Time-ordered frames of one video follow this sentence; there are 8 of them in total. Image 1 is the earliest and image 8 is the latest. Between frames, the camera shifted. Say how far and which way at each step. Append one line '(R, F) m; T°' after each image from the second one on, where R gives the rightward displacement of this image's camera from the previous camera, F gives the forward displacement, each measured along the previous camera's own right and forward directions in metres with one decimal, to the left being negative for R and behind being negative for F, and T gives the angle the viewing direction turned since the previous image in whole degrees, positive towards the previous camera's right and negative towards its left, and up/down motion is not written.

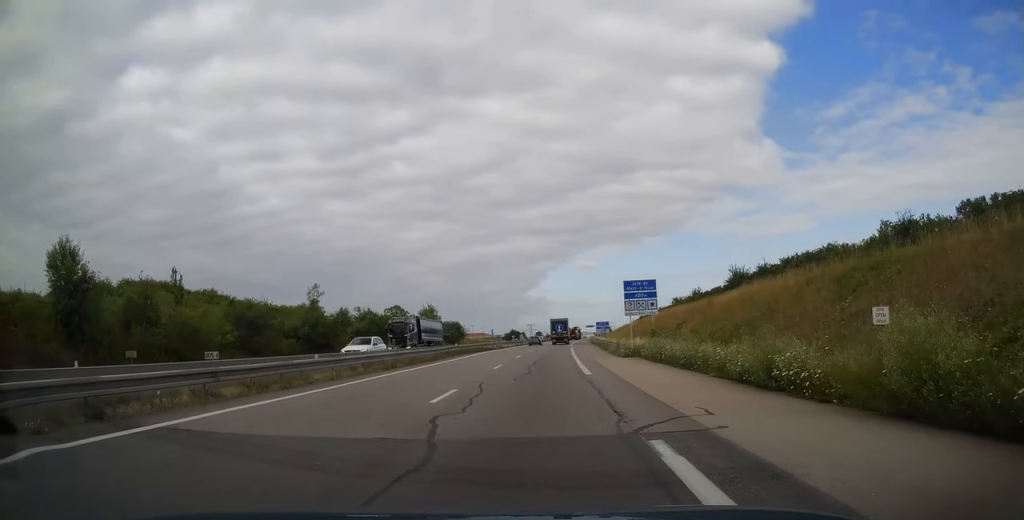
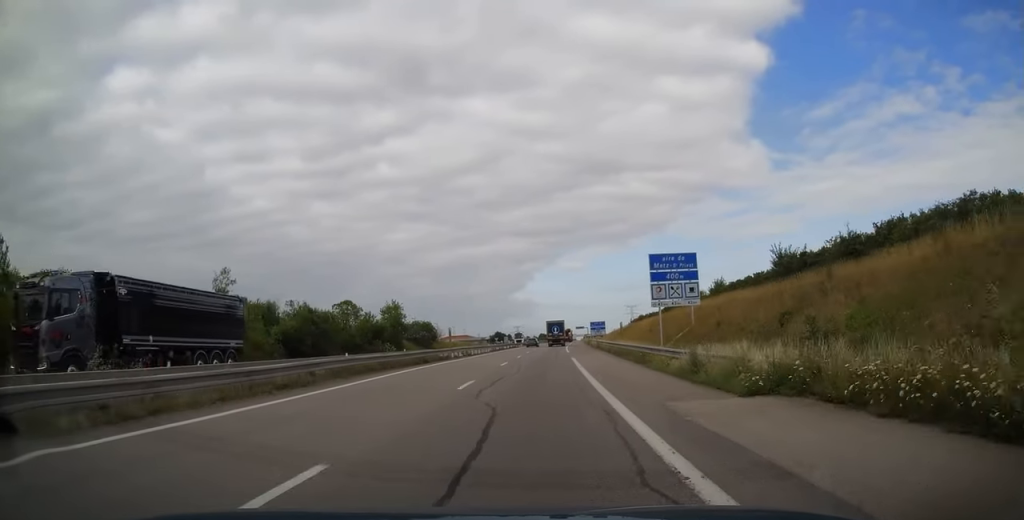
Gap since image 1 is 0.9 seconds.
(+0.2, +22.1) m; +1°
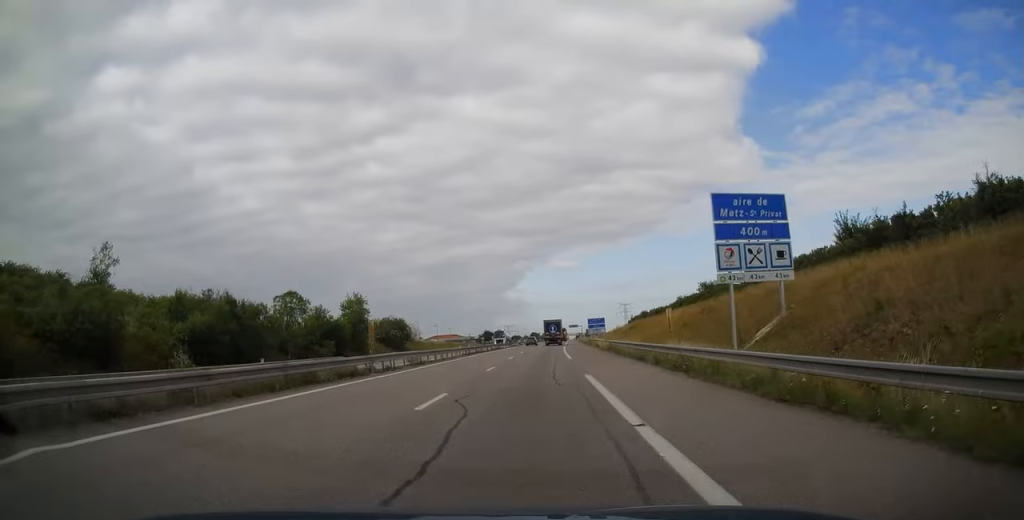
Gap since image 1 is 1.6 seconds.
(0.0, +18.0) m; +1°
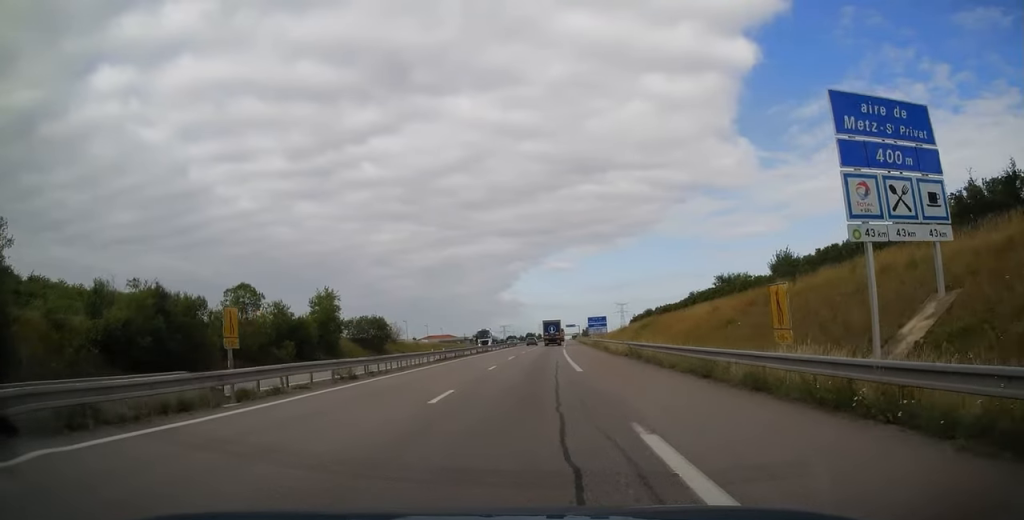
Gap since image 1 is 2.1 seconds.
(+0.2, +11.4) m; +1°
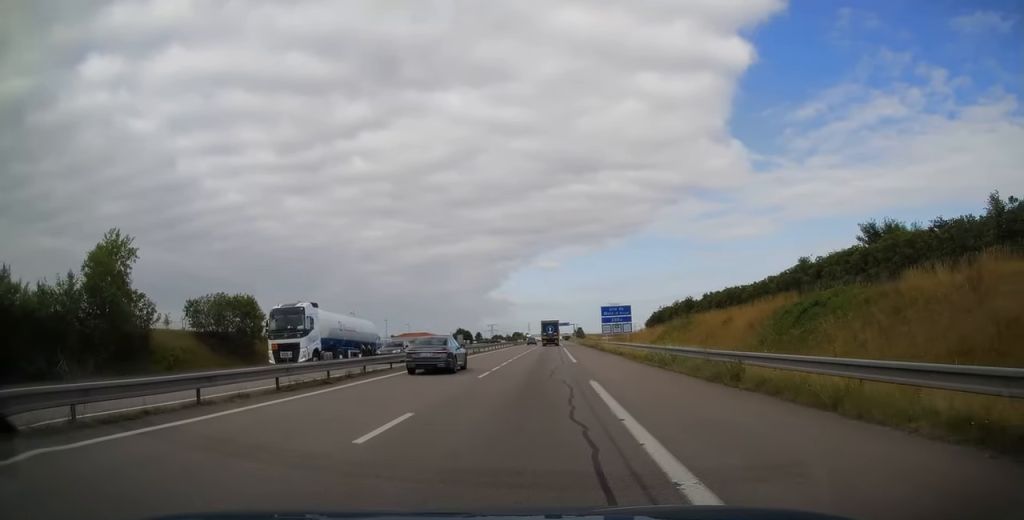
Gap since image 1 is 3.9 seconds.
(+0.3, +43.7) m; +1°
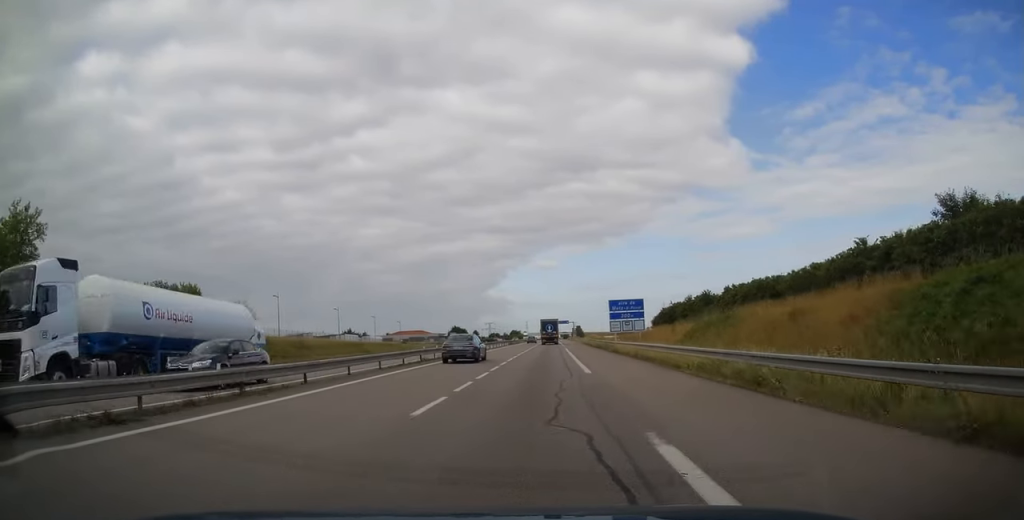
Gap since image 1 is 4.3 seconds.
(-0.1, +10.2) m; 0°
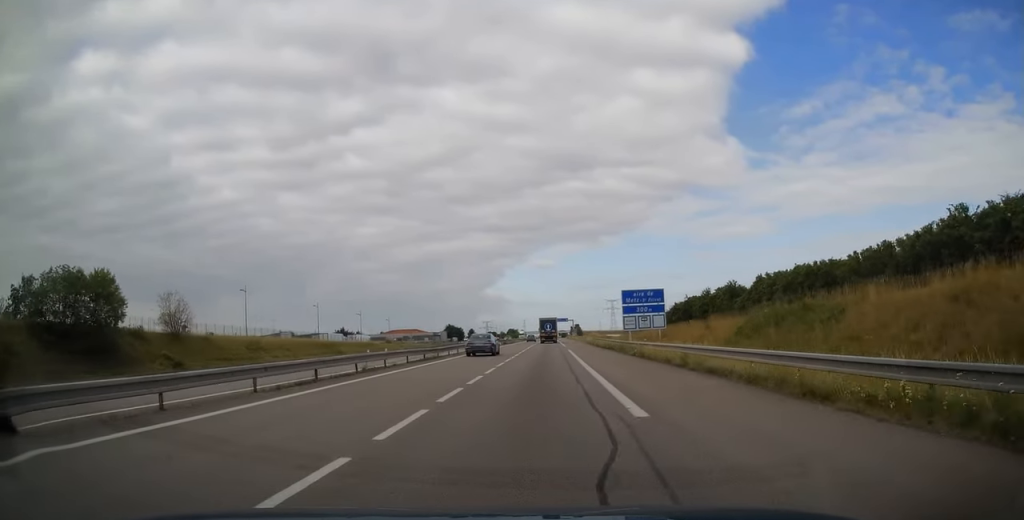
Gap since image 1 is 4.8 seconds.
(+0.1, +11.4) m; 0°
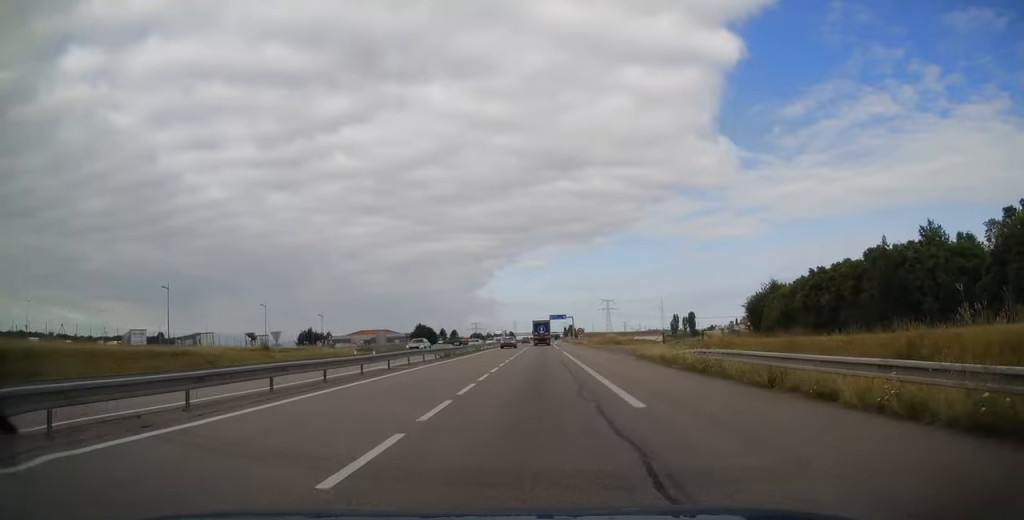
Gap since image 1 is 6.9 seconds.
(+0.6, +51.0) m; +1°
